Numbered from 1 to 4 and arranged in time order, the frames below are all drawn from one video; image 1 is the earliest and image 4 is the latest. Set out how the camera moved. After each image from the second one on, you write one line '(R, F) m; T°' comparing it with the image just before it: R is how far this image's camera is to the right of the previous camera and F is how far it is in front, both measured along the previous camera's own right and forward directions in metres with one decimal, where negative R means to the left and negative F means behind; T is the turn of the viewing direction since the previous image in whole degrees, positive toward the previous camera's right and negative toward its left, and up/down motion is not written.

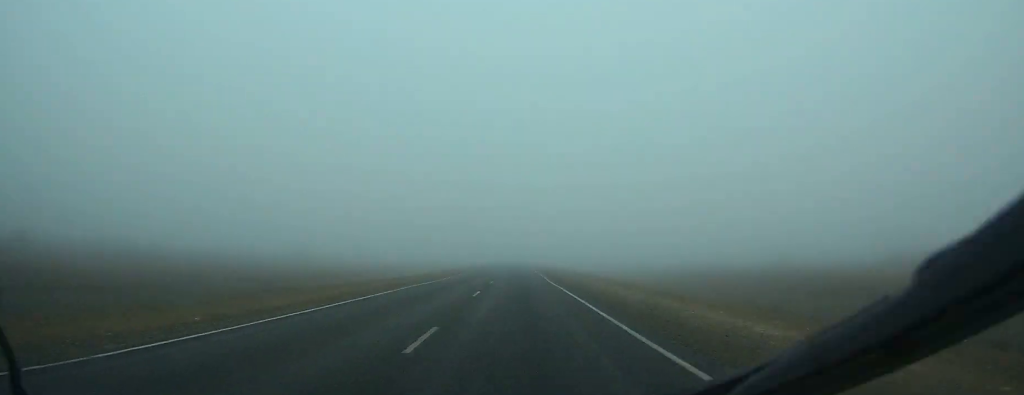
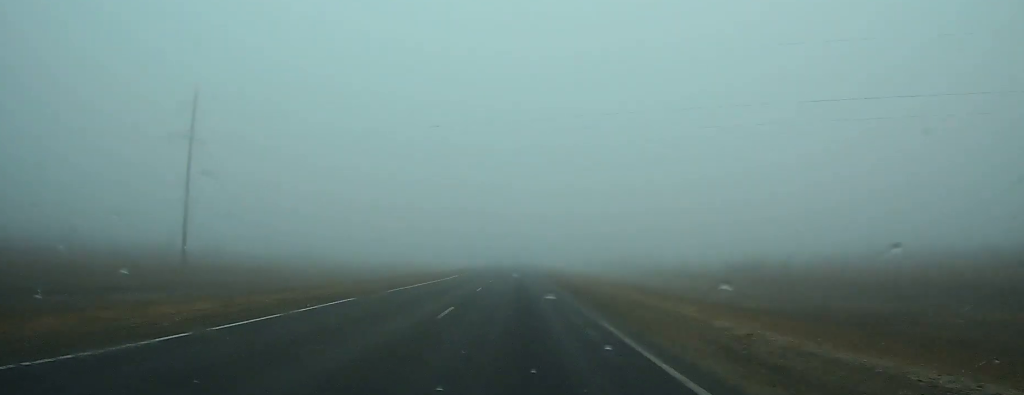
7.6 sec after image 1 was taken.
(+1.1, +173.1) m; 0°
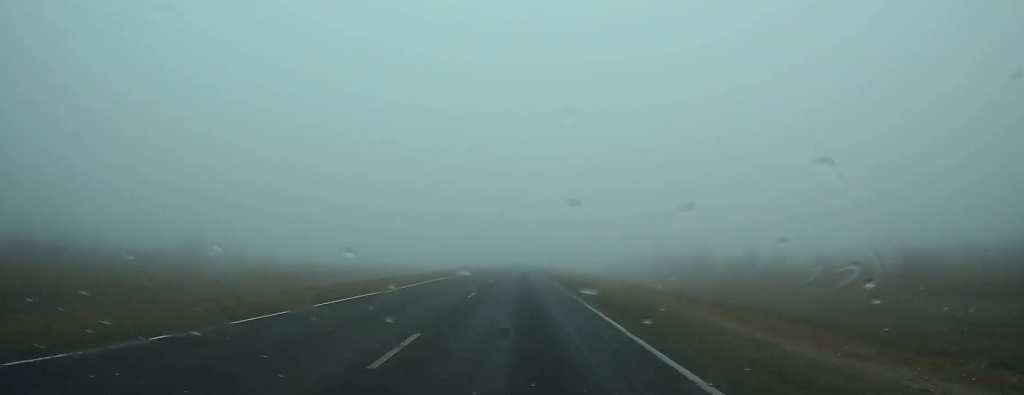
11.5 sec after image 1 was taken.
(-0.1, +89.6) m; 0°
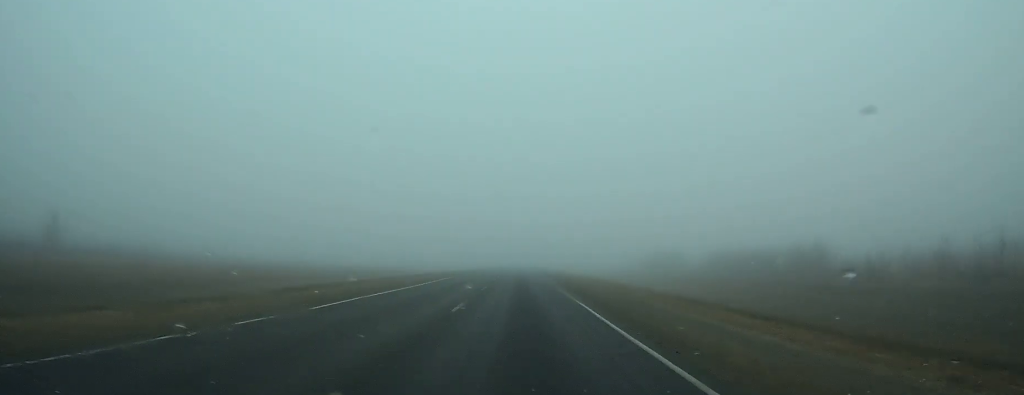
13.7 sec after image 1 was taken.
(+0.1, +49.8) m; 0°
